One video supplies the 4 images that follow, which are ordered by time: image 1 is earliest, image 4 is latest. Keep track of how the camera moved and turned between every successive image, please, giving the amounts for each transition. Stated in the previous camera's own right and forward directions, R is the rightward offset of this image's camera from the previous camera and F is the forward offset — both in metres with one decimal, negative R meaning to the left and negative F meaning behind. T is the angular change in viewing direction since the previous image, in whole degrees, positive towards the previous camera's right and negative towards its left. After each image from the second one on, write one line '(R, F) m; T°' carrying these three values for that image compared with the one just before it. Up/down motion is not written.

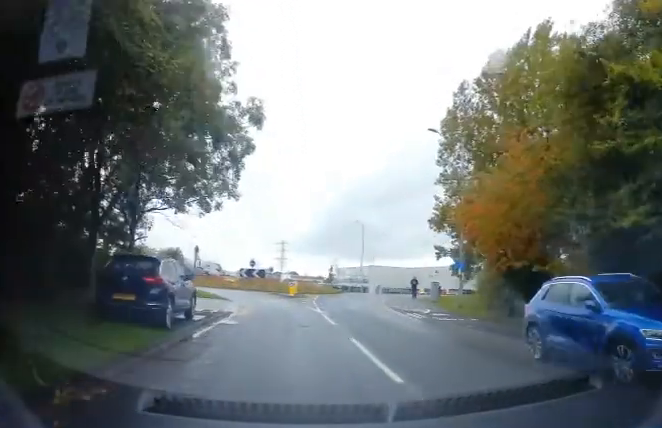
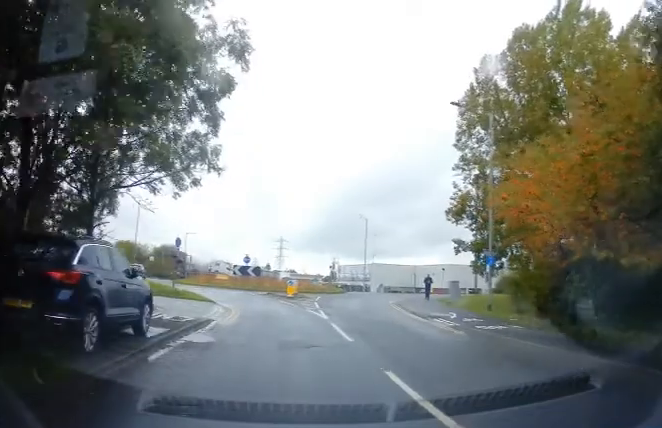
(0.0, +4.0) m; +1°
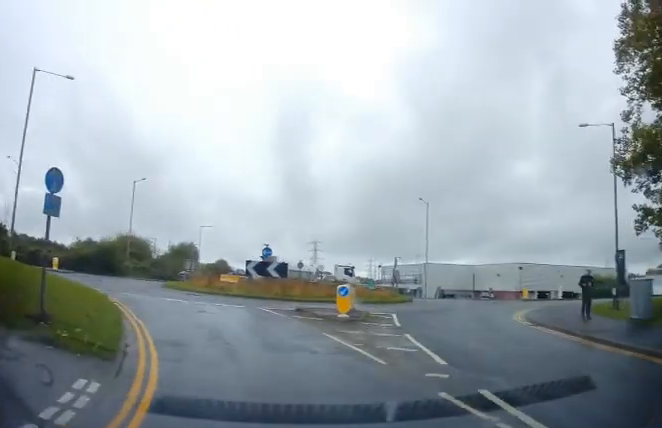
(0.0, +14.4) m; -6°
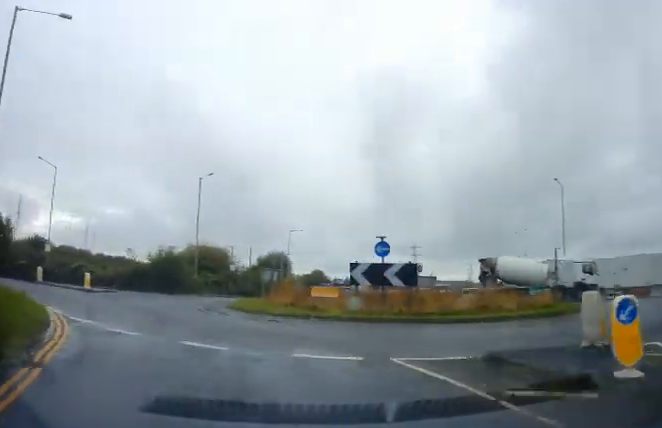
(-1.6, +10.1) m; -19°
